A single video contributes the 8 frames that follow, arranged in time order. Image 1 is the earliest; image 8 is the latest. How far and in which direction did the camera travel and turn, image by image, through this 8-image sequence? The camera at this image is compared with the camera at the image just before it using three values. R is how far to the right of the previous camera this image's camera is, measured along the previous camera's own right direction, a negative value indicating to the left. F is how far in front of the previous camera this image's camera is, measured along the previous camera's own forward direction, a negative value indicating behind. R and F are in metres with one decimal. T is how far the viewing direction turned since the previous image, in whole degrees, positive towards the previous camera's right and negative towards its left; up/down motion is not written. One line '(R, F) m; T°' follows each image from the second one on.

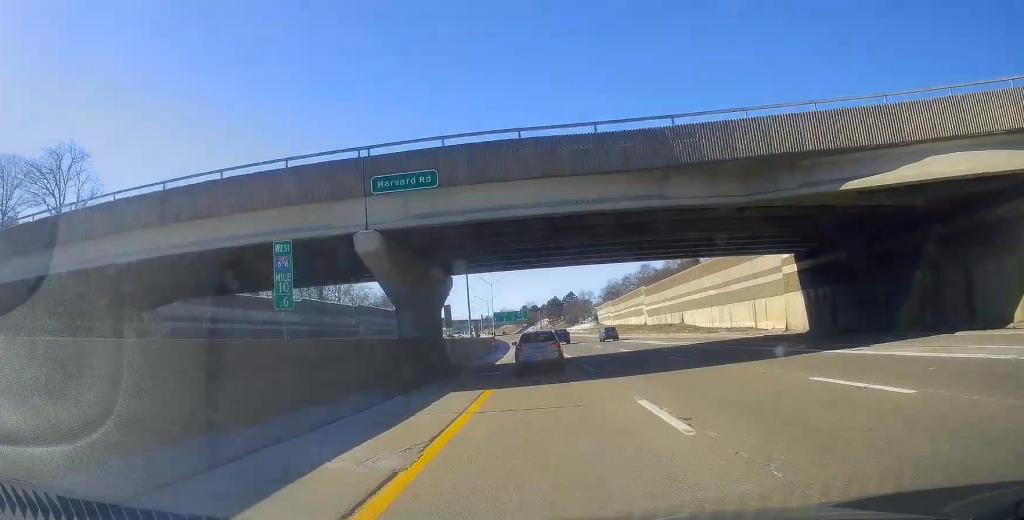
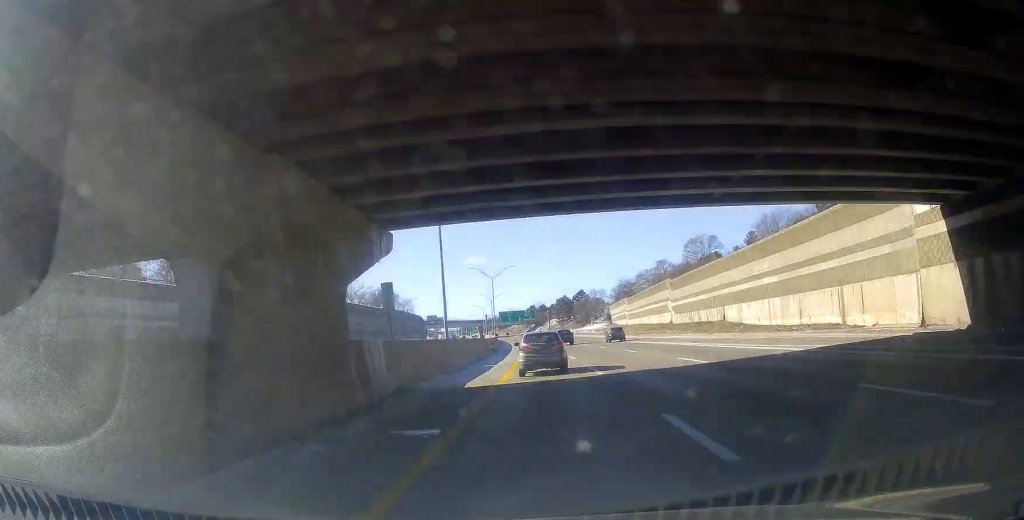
(-0.5, +17.2) m; -2°
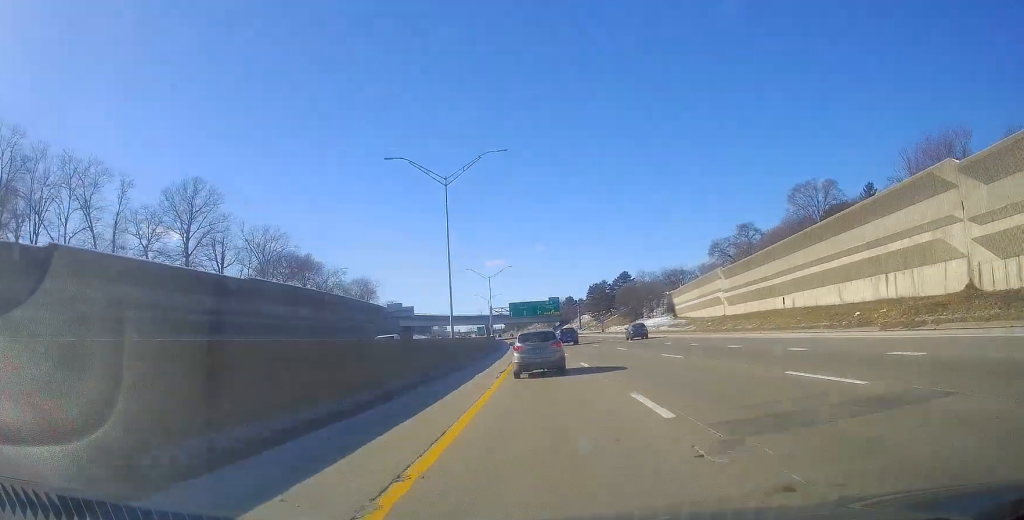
(-2.8, +72.7) m; -3°
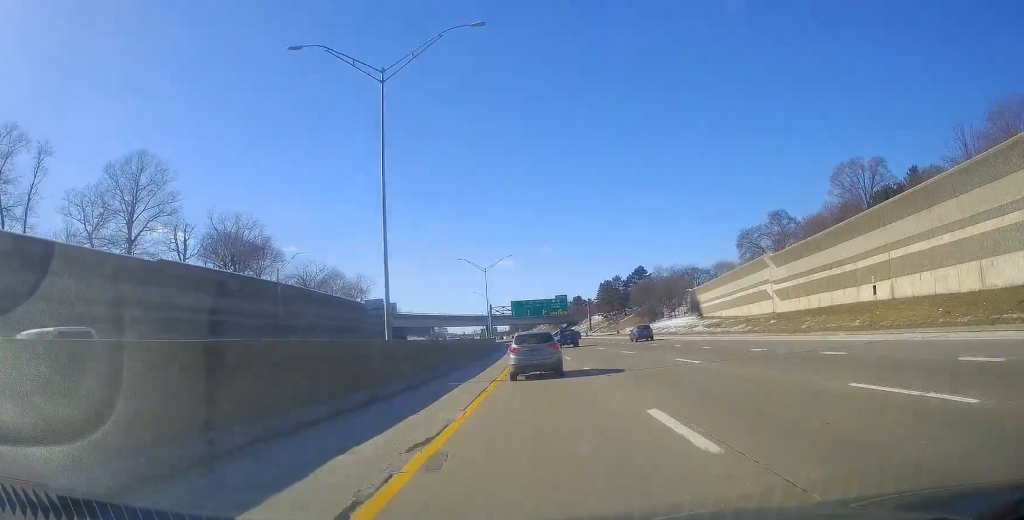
(+0.4, +18.5) m; -1°
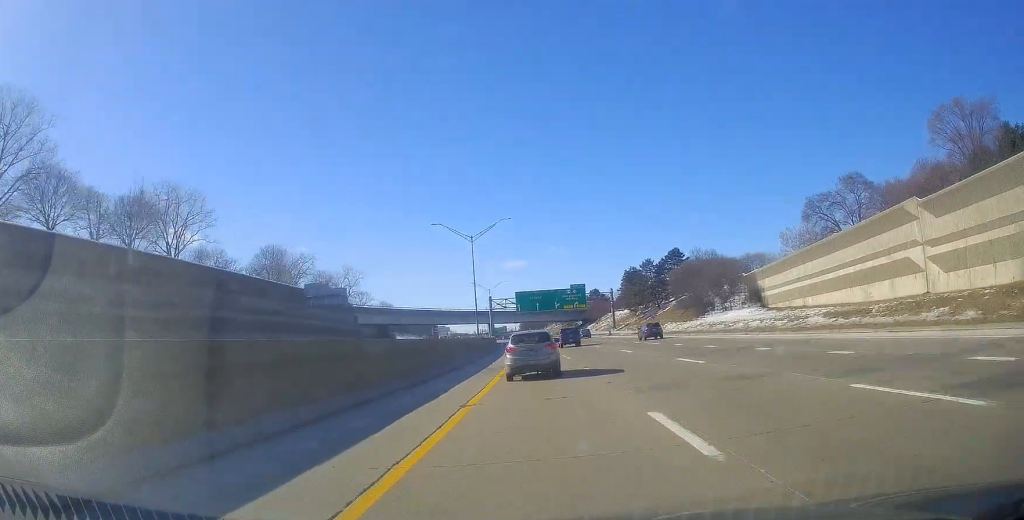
(-0.8, +30.7) m; -1°
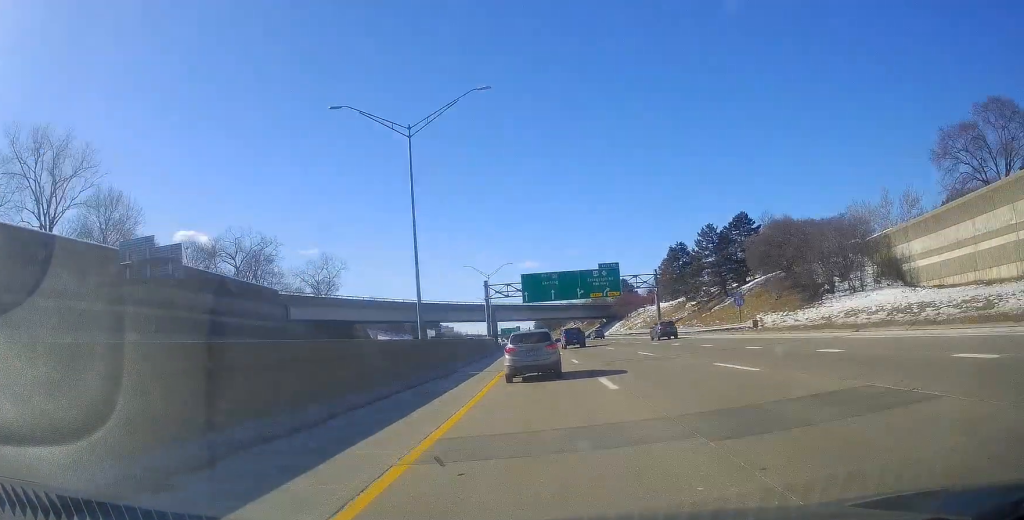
(-0.2, +36.8) m; -1°
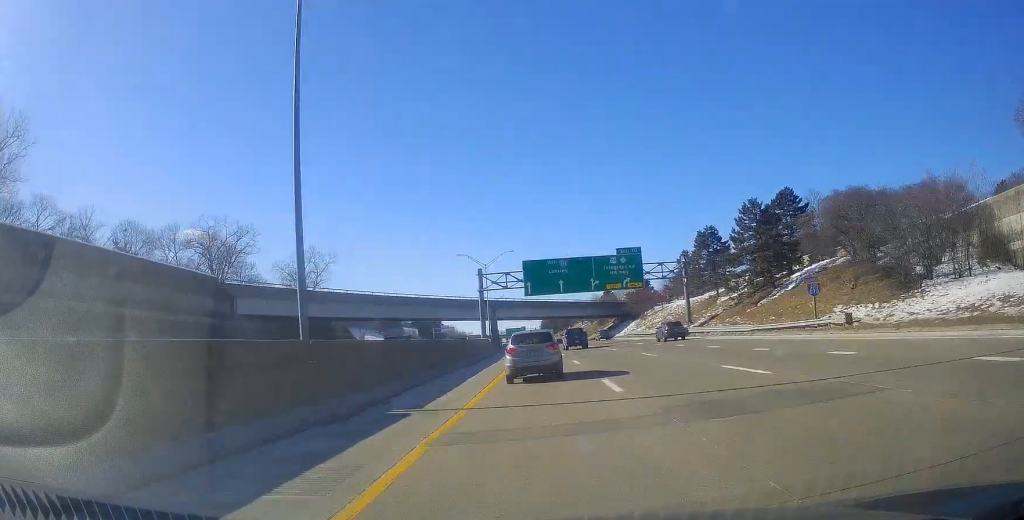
(-0.1, +15.9) m; 0°
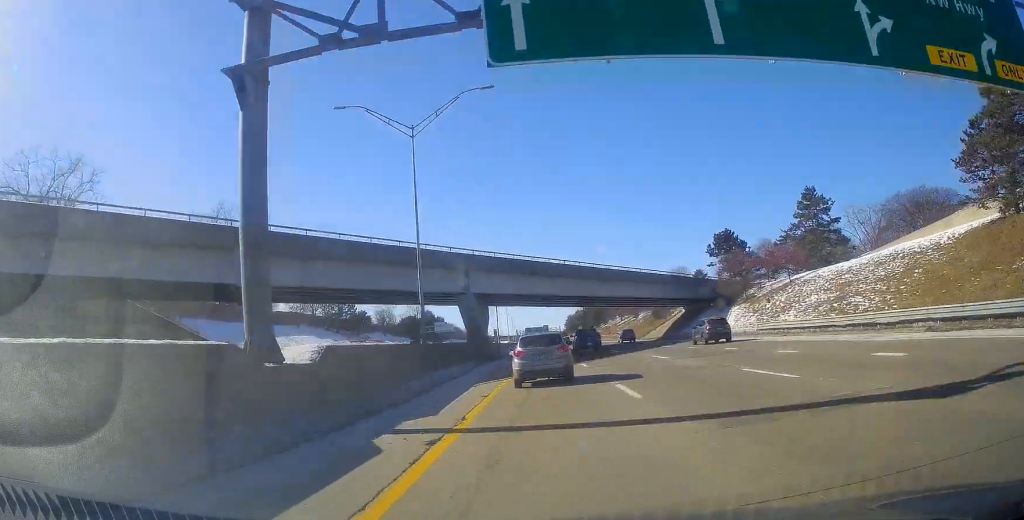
(-0.8, +62.5) m; -1°
